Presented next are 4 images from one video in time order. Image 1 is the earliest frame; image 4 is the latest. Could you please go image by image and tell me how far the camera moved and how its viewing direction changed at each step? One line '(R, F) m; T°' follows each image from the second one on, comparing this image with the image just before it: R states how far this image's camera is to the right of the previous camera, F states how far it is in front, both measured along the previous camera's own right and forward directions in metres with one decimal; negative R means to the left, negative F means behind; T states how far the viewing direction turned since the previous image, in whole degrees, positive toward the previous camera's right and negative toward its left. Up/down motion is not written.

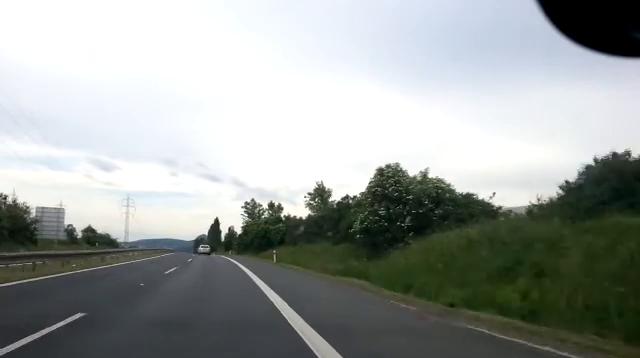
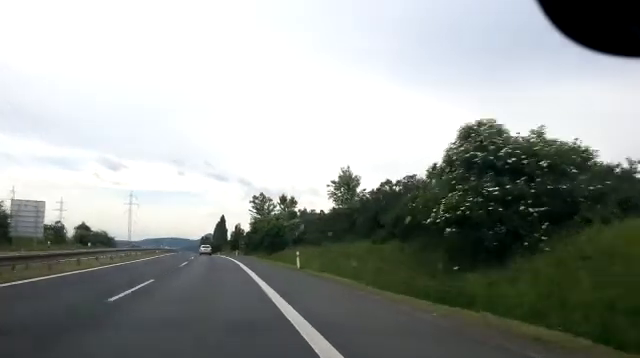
(-0.4, +10.3) m; -1°
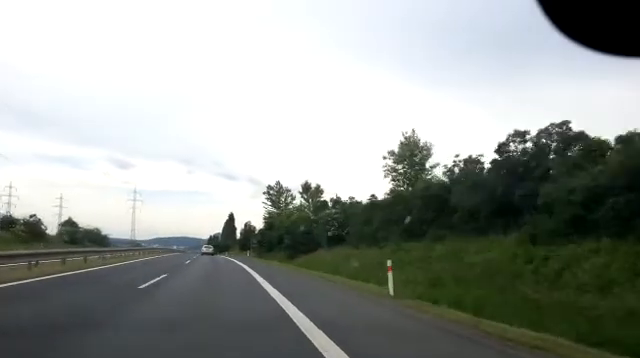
(-0.2, +15.0) m; -1°
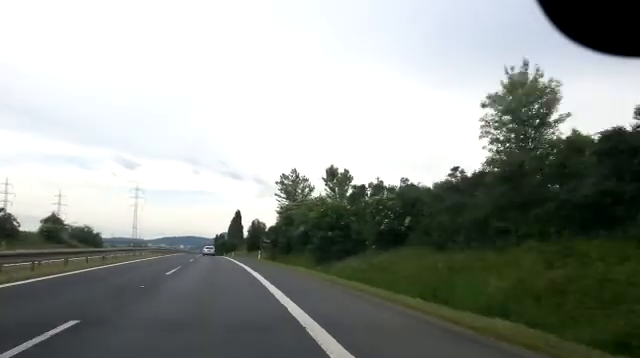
(+0.1, +11.8) m; 0°
